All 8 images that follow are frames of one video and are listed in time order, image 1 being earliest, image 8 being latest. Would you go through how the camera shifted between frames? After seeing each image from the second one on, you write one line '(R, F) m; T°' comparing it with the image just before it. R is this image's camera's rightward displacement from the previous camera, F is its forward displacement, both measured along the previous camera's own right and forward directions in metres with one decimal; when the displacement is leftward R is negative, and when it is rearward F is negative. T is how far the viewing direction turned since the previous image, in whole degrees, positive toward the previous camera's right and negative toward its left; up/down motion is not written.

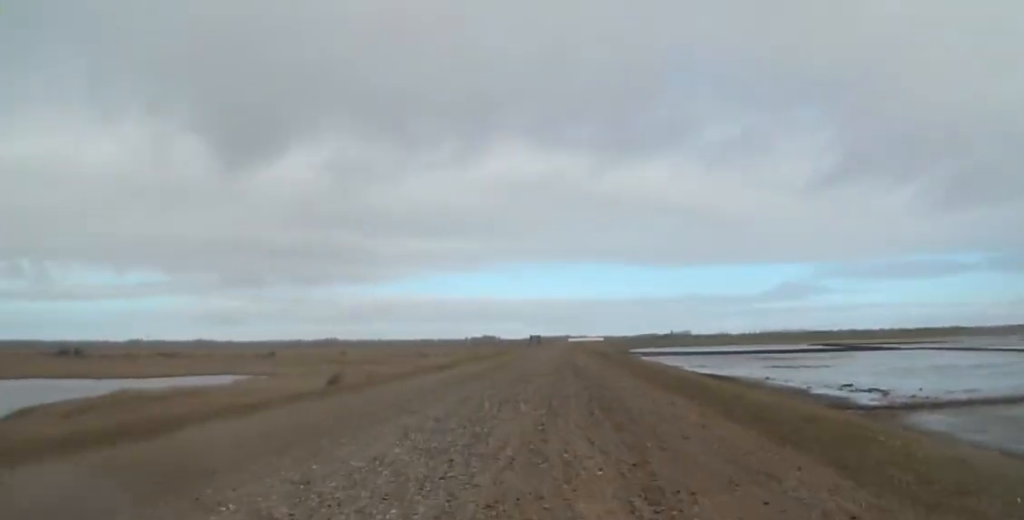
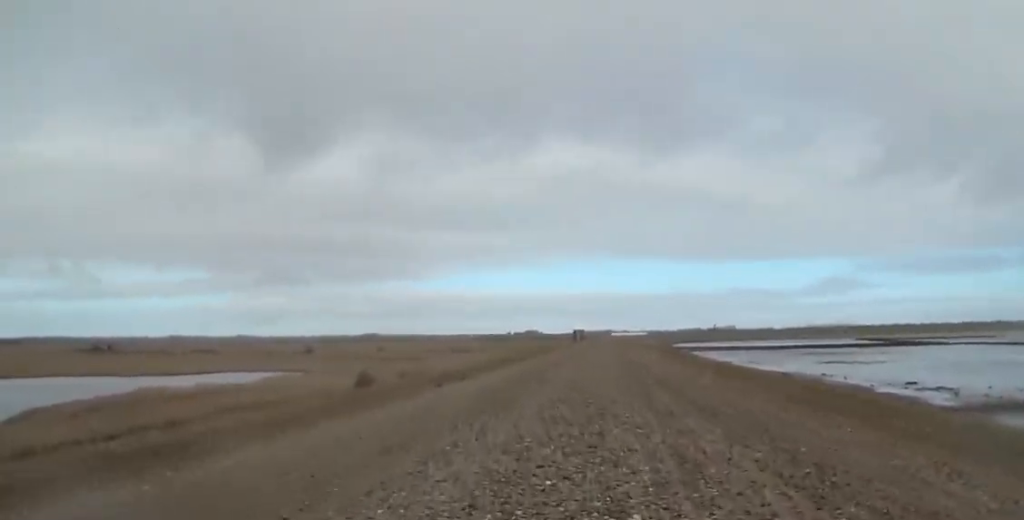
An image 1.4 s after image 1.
(-0.3, +5.7) m; -5°
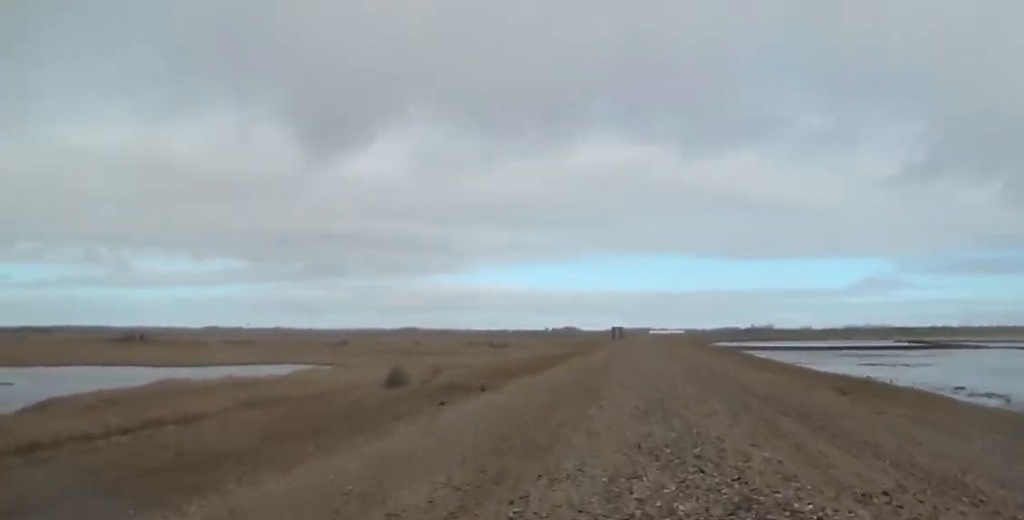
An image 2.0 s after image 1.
(-0.3, +2.8) m; 0°
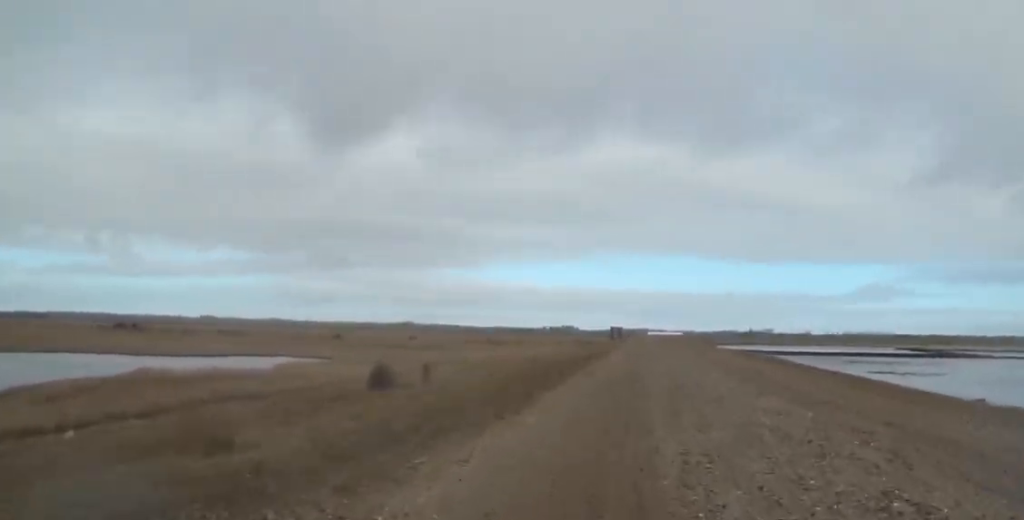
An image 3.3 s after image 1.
(+0.5, +5.0) m; +7°
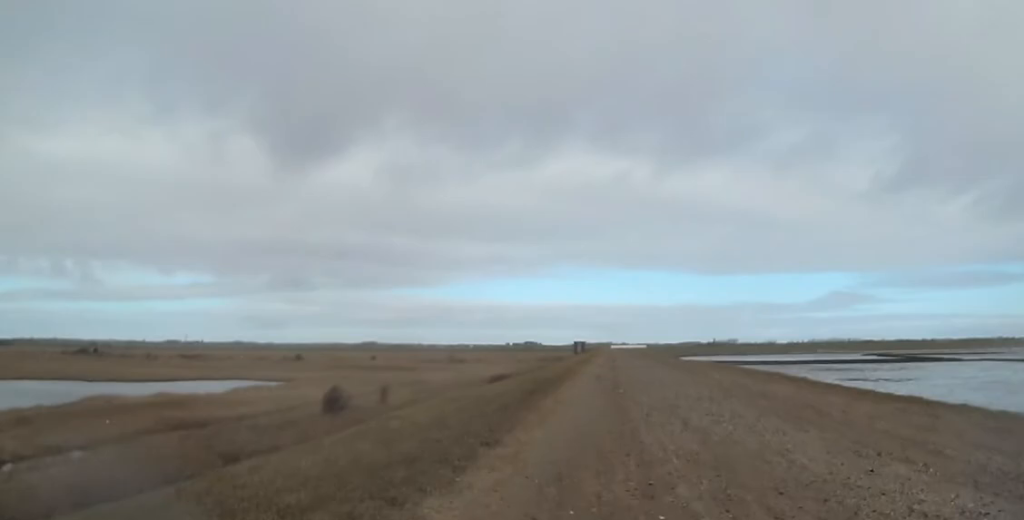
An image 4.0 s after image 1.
(+0.1, +3.3) m; 0°
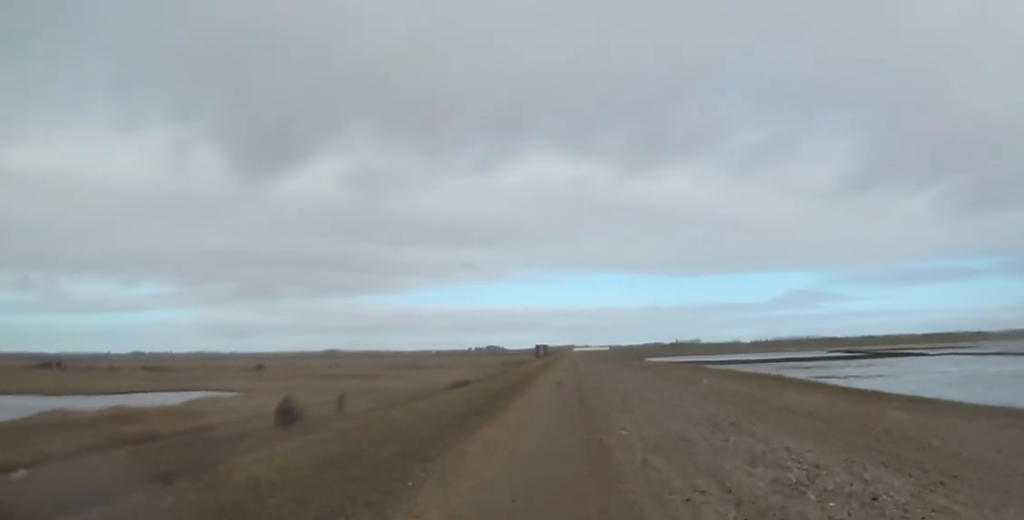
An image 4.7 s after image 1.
(0.0, +2.7) m; -1°
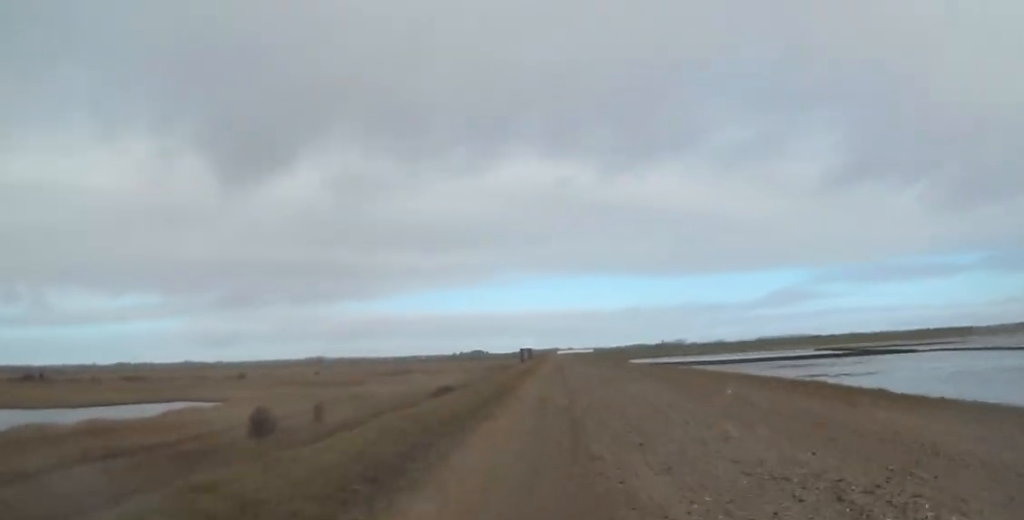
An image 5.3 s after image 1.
(0.0, +2.5) m; -3°
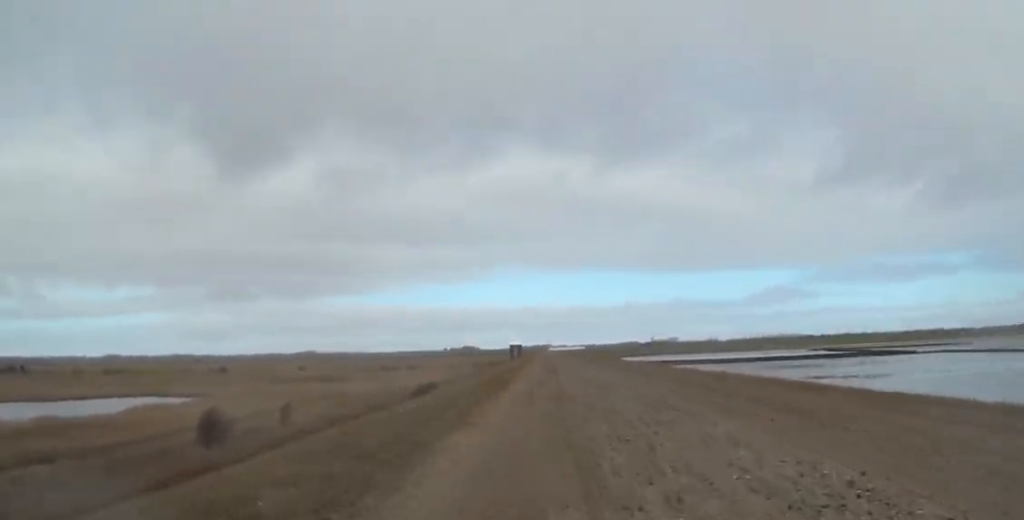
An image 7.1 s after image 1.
(-0.7, +7.5) m; +6°
